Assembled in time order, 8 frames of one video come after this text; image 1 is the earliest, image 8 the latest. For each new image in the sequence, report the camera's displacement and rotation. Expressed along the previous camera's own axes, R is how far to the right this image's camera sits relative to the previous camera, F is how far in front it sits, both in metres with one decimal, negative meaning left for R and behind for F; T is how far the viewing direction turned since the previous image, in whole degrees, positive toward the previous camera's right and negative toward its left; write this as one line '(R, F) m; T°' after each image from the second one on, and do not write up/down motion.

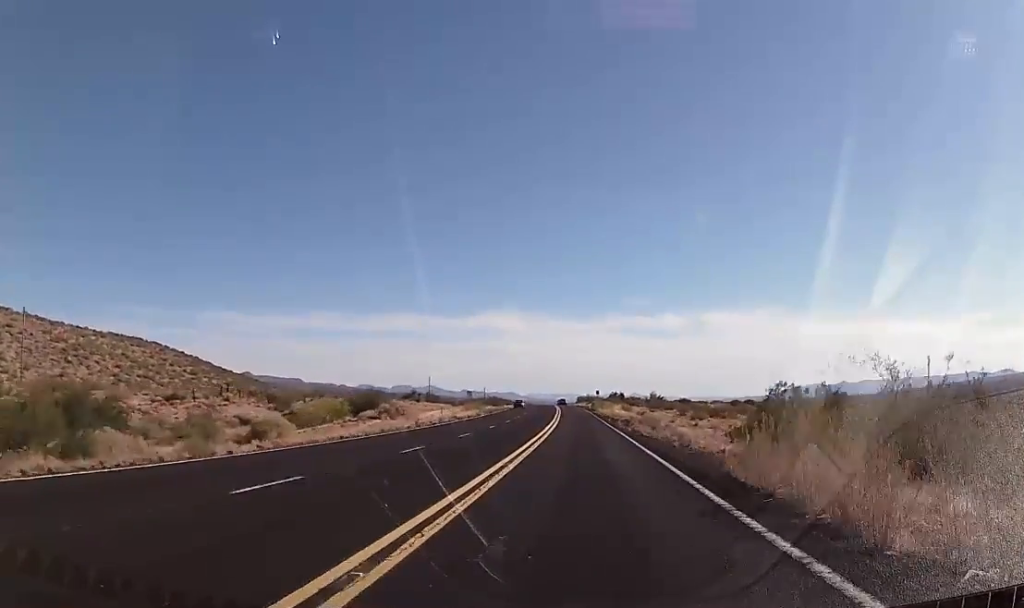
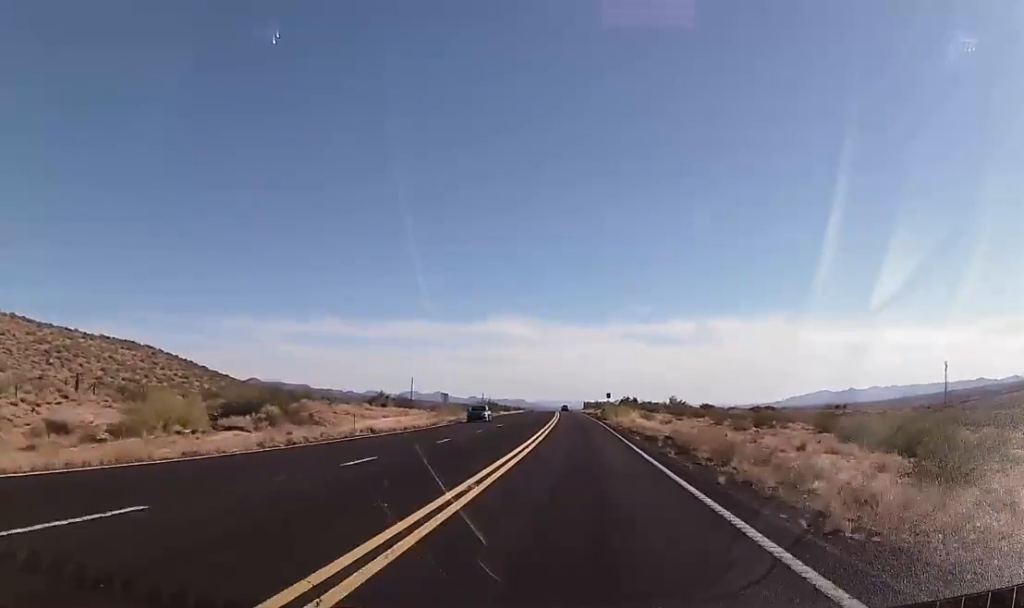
(-0.3, +29.3) m; -1°
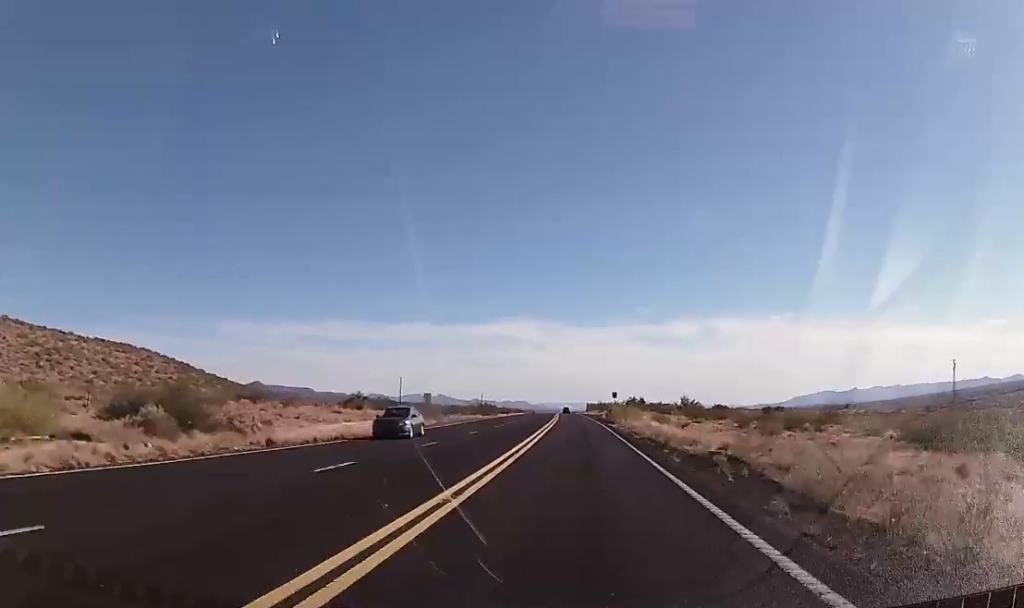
(0.0, +14.2) m; 0°
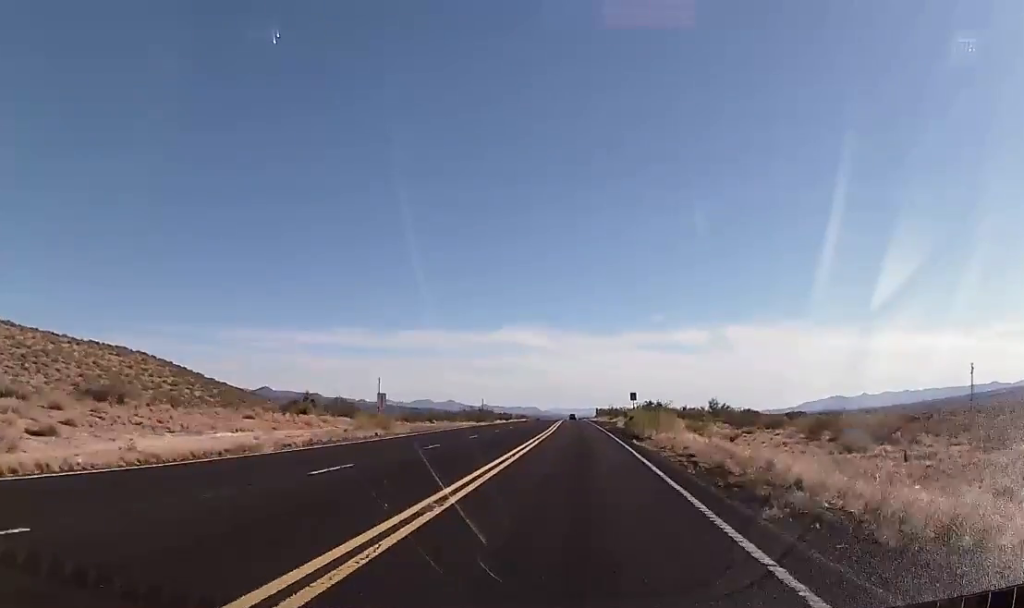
(-0.2, +24.4) m; 0°
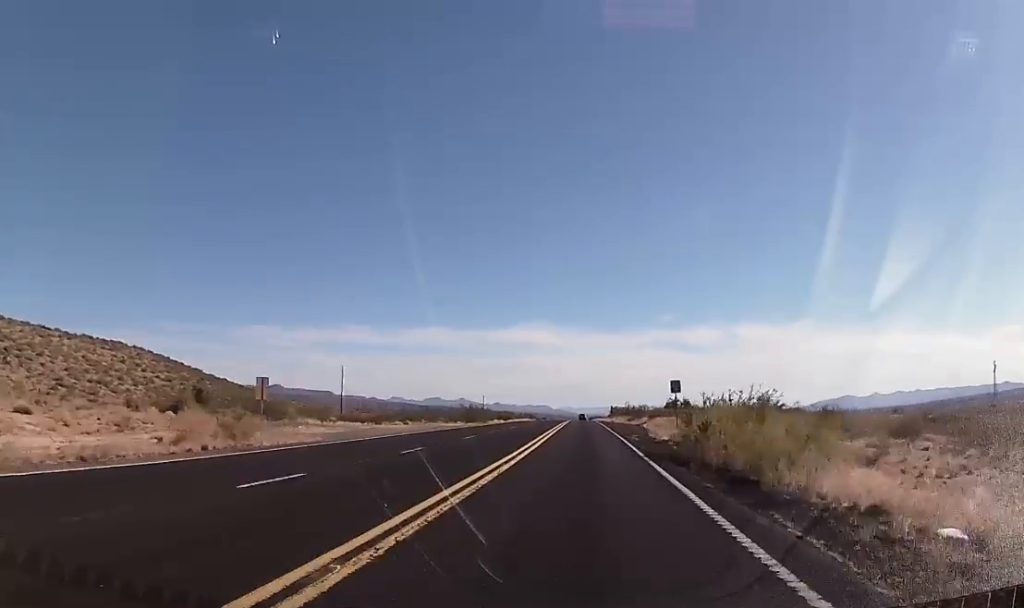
(0.0, +28.5) m; -1°
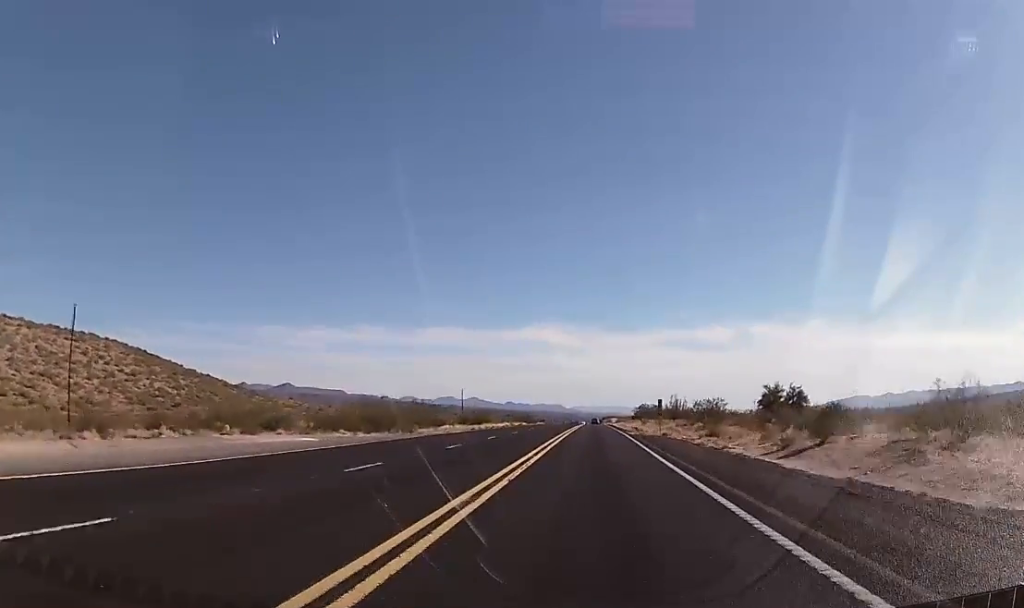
(-1.5, +69.2) m; -1°
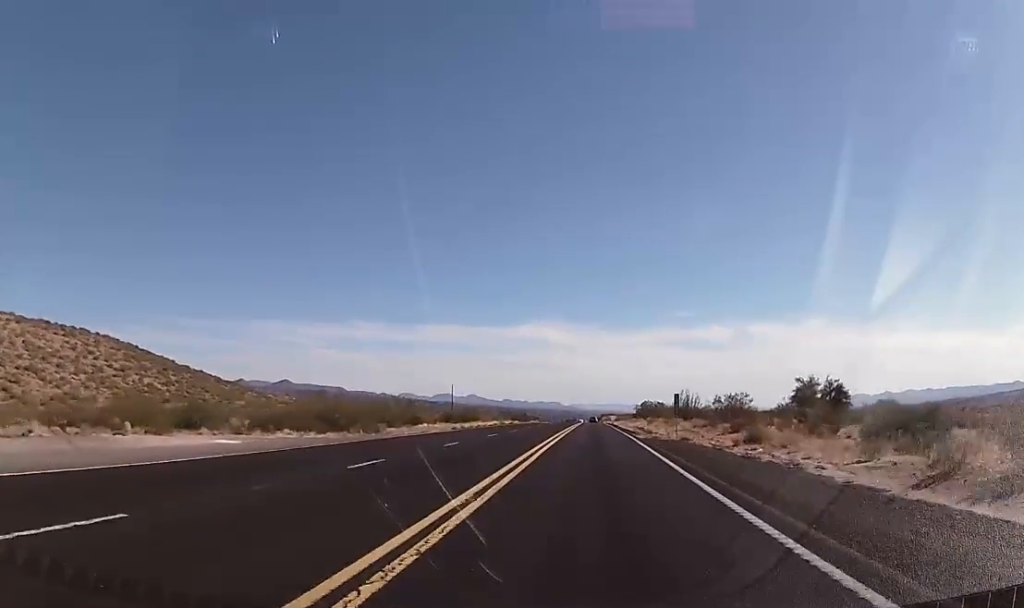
(0.0, +12.2) m; 0°
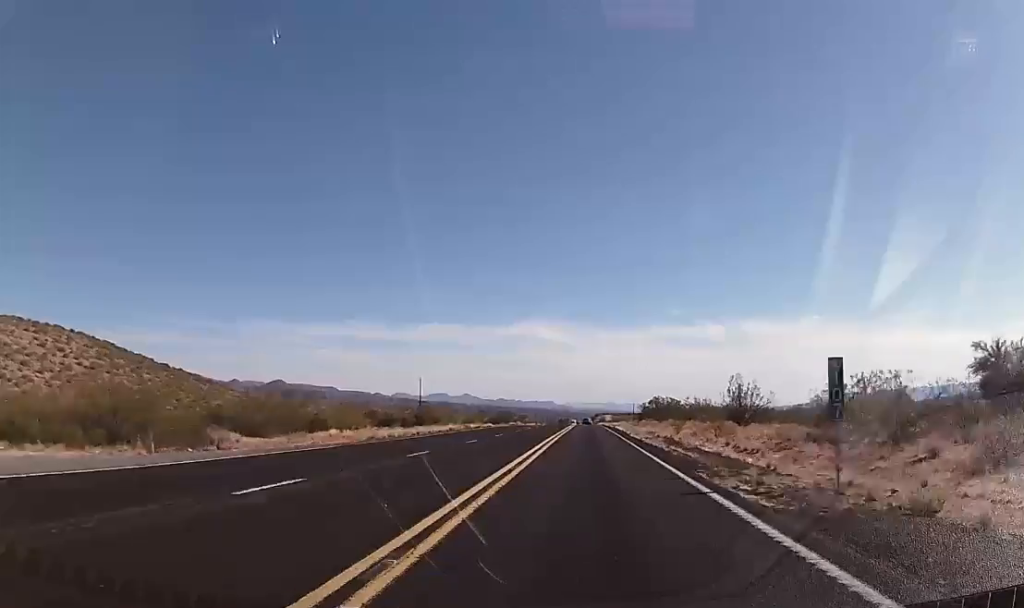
(0.0, +30.5) m; 0°
